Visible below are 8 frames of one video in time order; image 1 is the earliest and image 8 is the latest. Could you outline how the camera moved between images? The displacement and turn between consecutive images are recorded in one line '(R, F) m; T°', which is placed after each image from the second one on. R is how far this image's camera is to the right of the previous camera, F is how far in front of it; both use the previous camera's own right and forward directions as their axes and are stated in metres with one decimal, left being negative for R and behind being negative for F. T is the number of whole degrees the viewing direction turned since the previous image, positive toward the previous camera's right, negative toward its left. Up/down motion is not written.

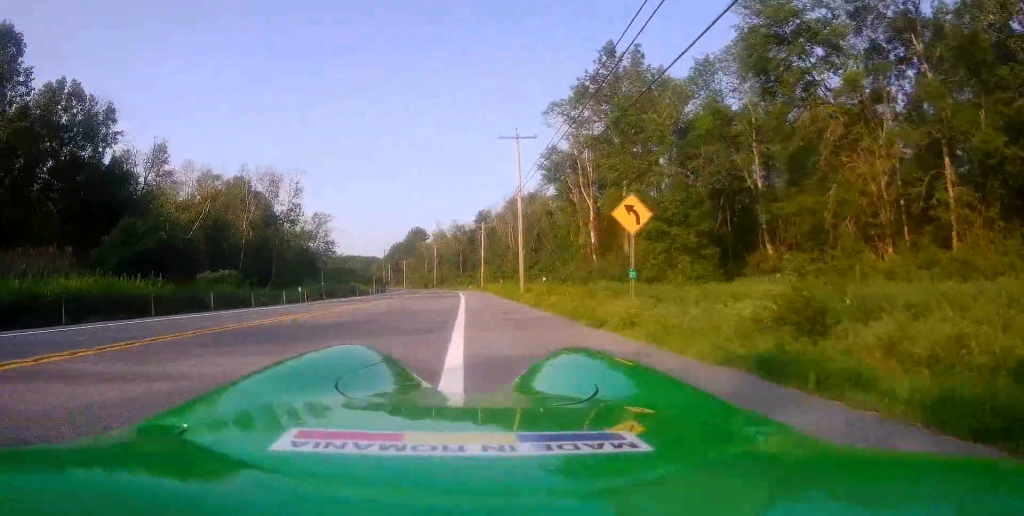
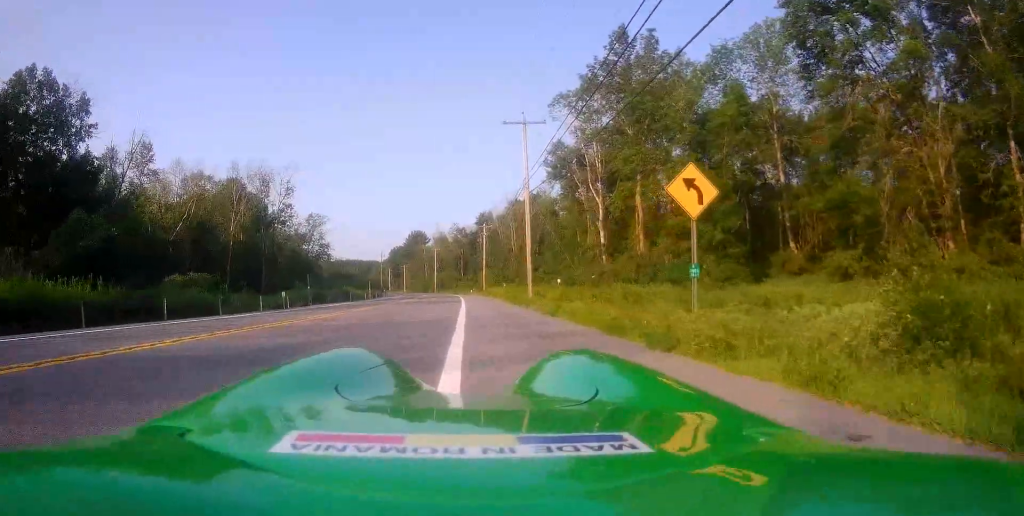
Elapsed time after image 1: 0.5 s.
(-0.1, +4.2) m; +1°
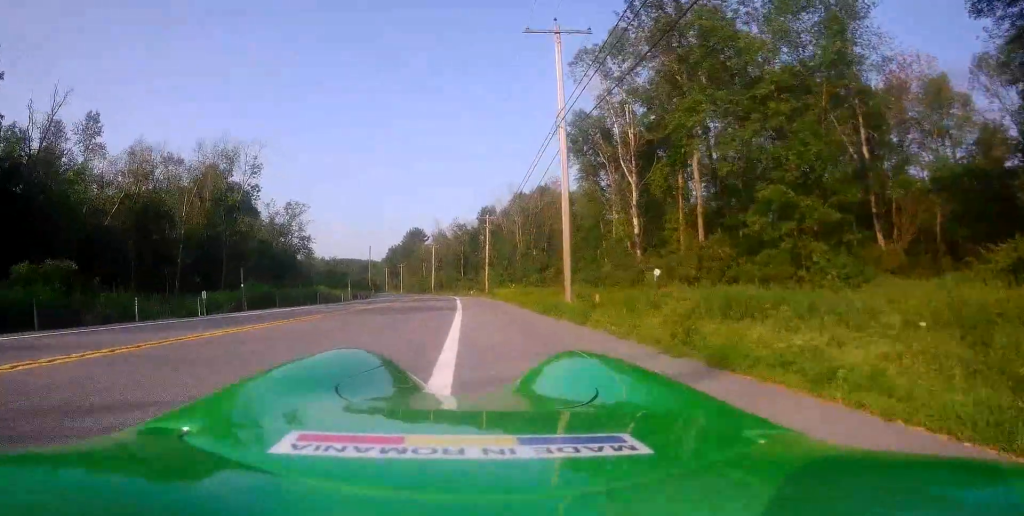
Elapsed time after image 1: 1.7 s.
(+0.2, +11.4) m; -2°
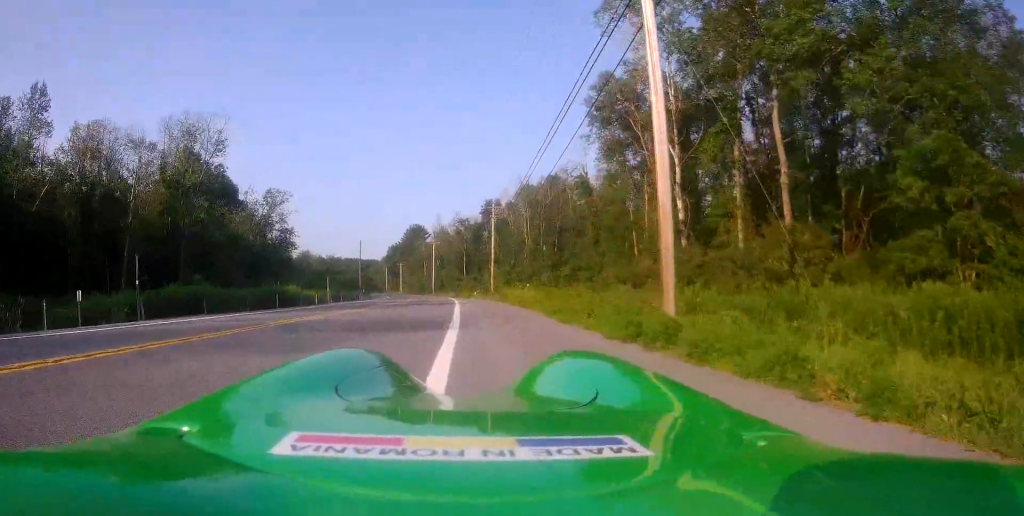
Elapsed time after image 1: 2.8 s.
(-0.5, +9.6) m; -2°
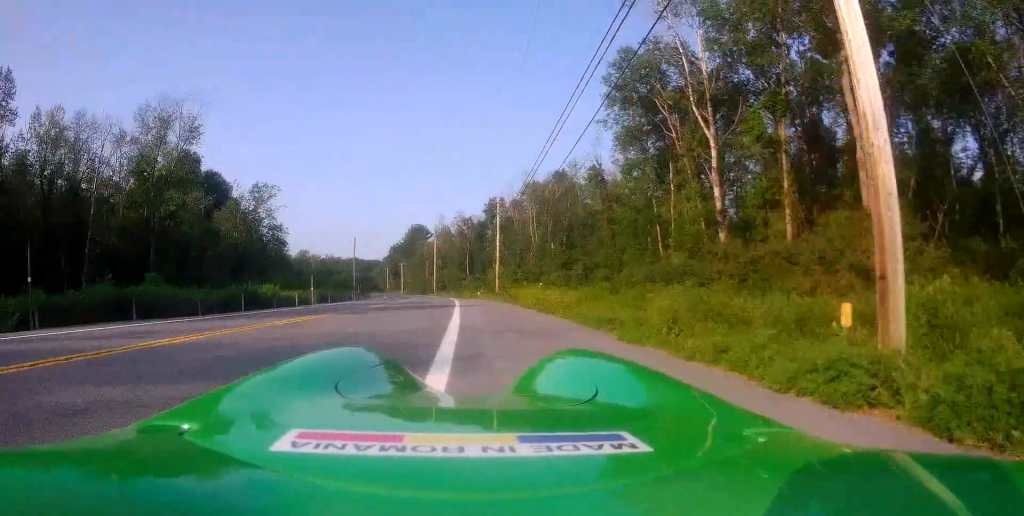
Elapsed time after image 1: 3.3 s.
(+0.2, +5.4) m; -1°
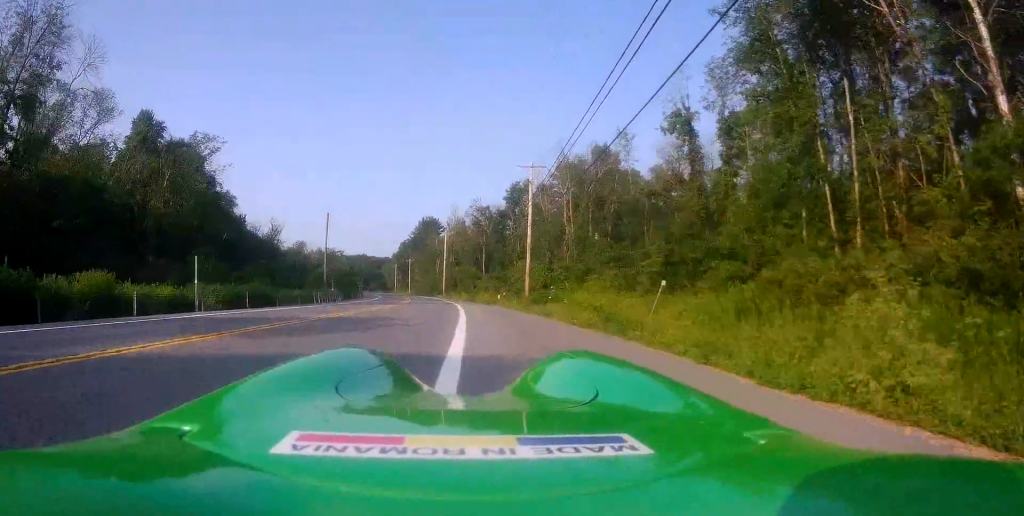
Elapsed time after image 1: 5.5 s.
(0.0, +20.1) m; 0°
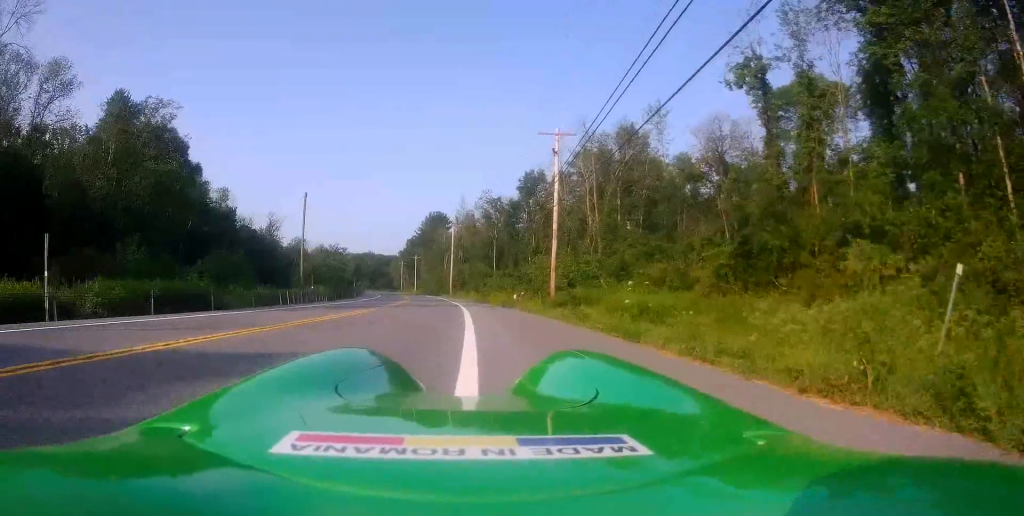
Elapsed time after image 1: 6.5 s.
(-0.6, +9.6) m; 0°
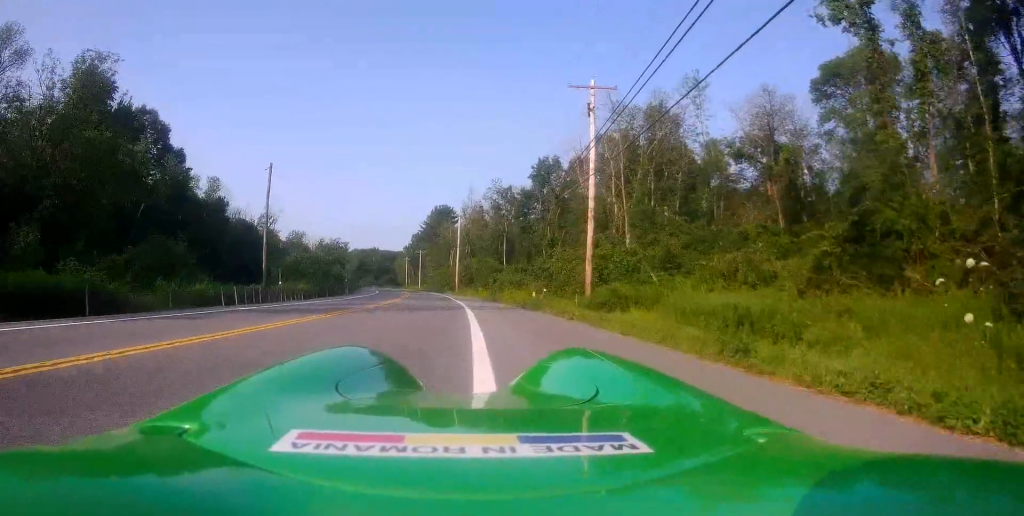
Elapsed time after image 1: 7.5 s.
(+0.6, +8.7) m; -2°
